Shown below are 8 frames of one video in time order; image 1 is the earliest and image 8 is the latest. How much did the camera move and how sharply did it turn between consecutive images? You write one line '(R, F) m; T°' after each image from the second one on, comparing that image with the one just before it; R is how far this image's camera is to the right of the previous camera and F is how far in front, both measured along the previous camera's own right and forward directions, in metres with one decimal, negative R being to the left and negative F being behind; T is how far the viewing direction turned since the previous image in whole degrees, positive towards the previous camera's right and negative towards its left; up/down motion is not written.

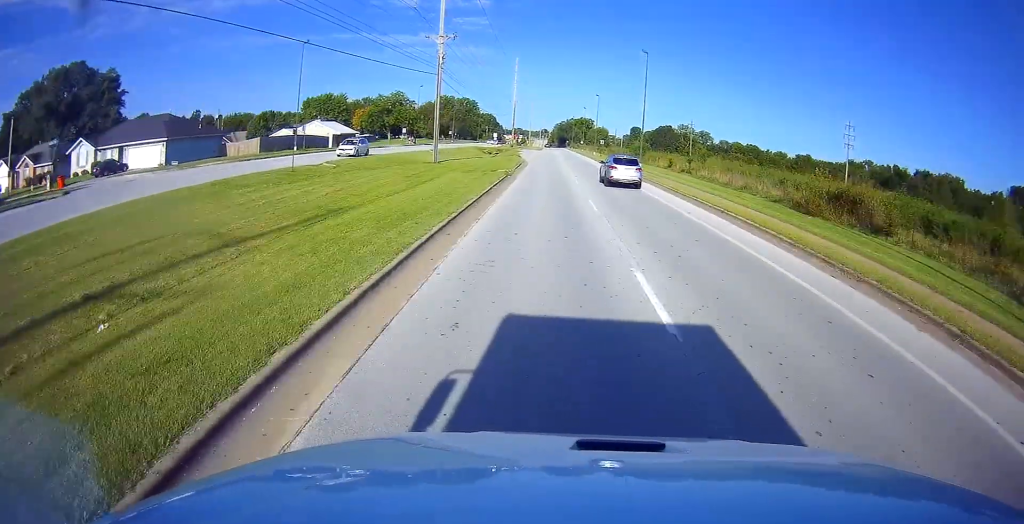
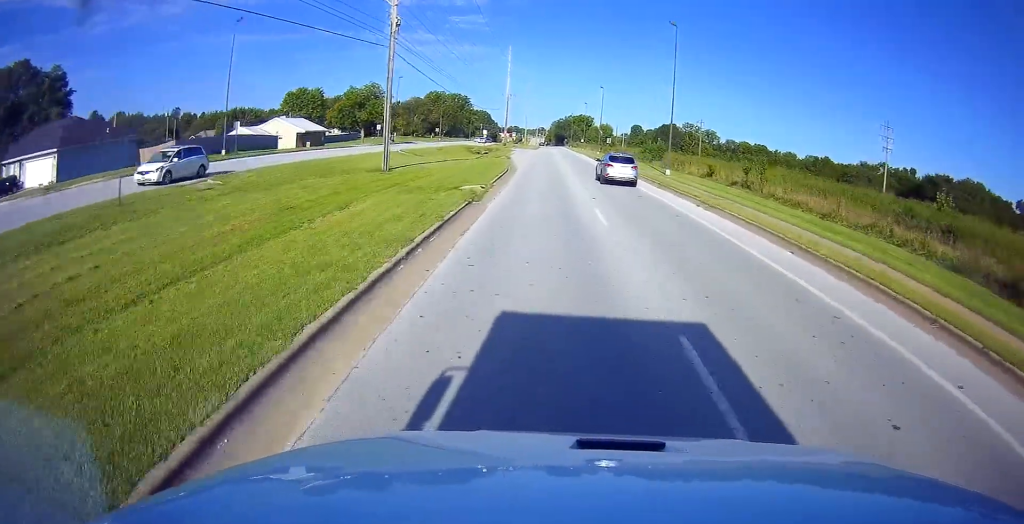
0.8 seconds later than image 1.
(-0.1, +15.4) m; 0°
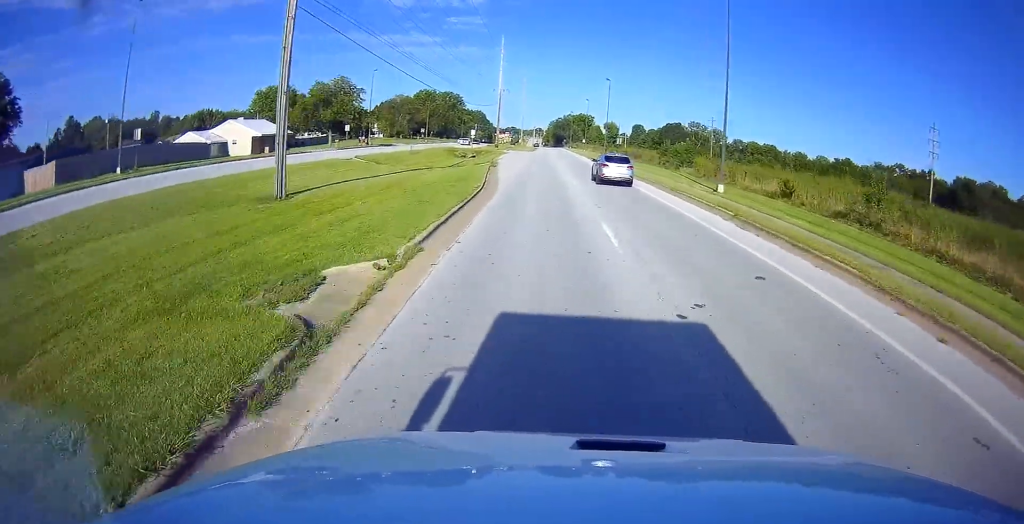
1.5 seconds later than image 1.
(0.0, +14.7) m; 0°
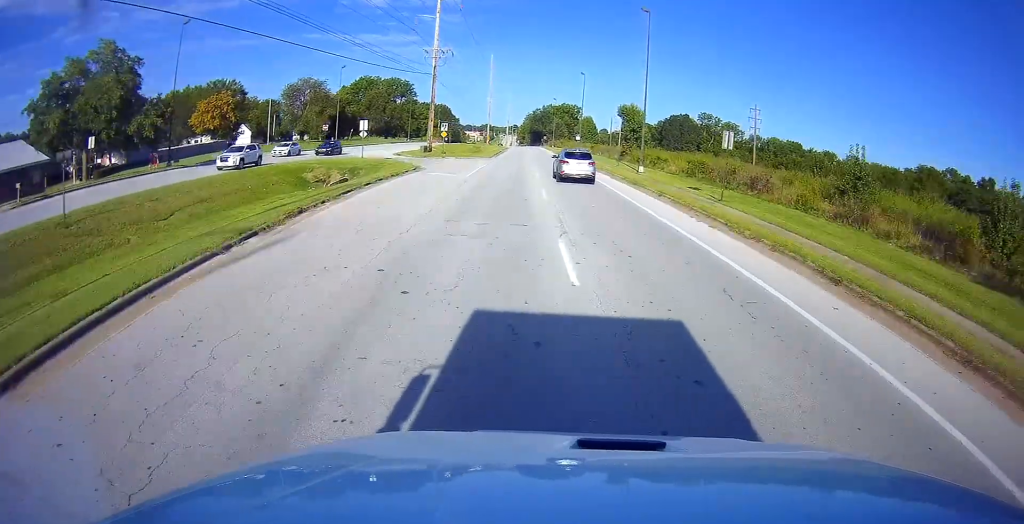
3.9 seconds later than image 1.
(+0.7, +49.4) m; +2°
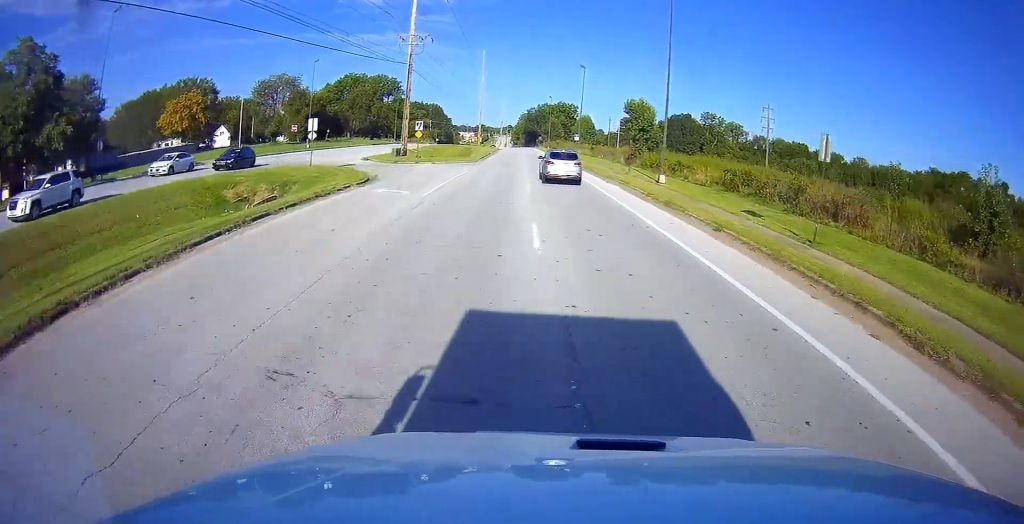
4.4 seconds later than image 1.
(0.0, +9.5) m; +1°
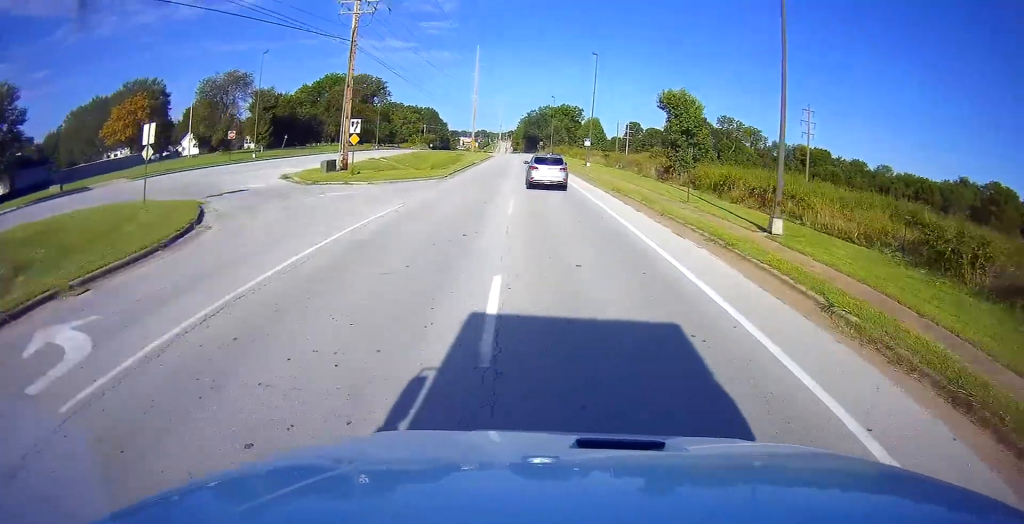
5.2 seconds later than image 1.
(+0.2, +16.9) m; 0°
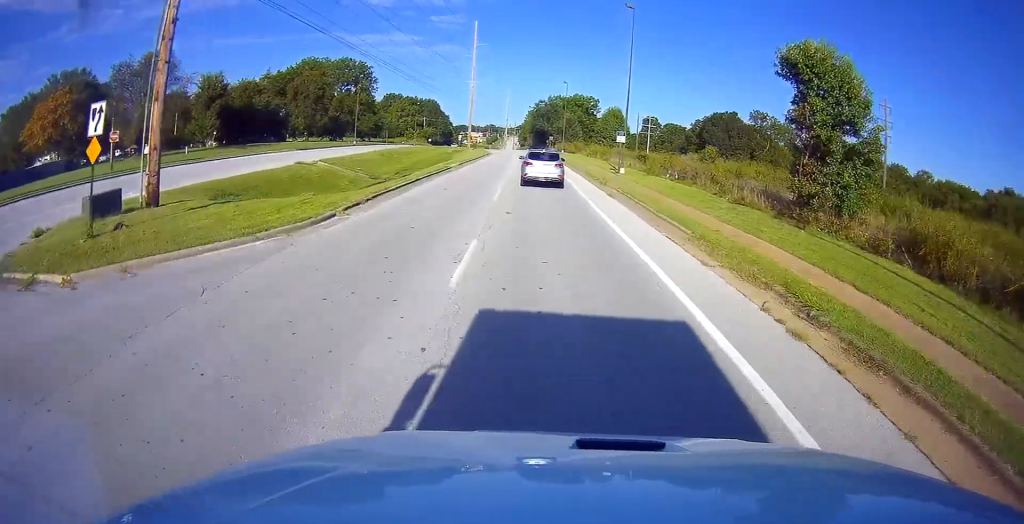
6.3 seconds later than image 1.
(-0.1, +20.9) m; 0°
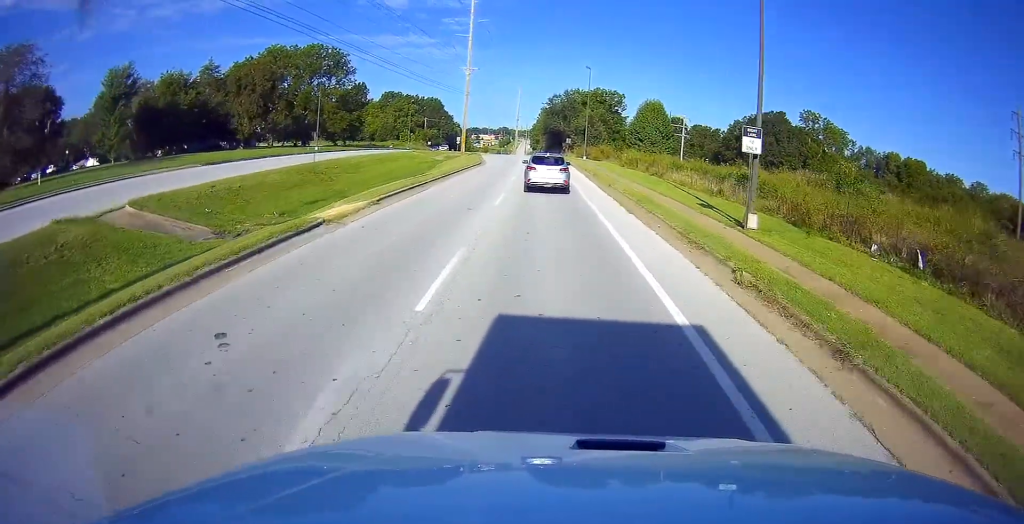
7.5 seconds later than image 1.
(-0.1, +24.3) m; -1°
